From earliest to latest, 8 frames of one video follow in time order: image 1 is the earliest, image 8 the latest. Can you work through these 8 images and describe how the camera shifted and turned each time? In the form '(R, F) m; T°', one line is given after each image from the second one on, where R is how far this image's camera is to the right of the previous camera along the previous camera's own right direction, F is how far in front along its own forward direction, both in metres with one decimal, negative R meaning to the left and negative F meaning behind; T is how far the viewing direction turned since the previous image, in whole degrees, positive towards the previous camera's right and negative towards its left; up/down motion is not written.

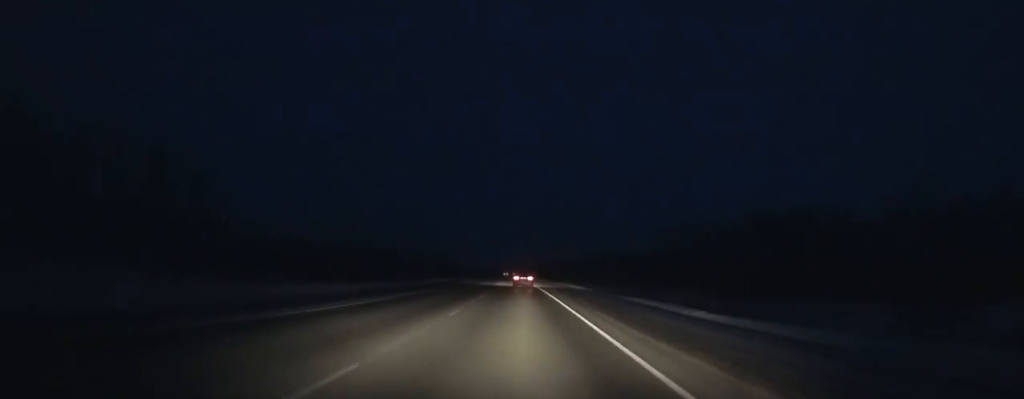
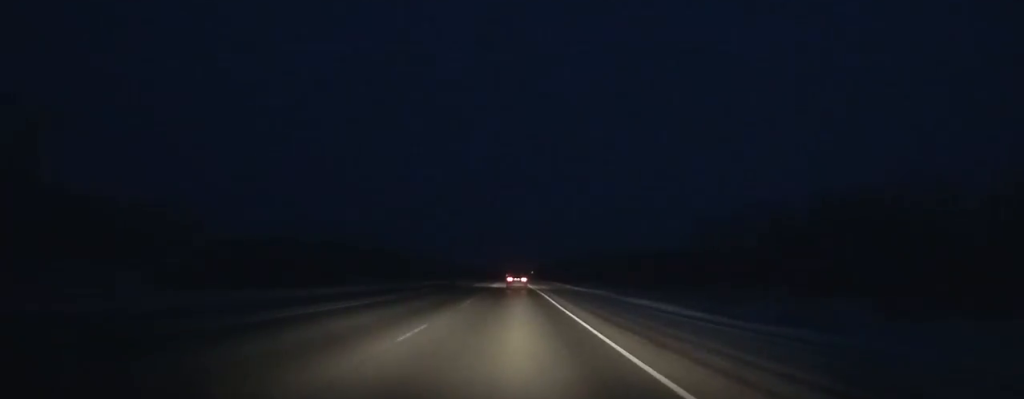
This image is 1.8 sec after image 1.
(+0.2, +41.6) m; -1°
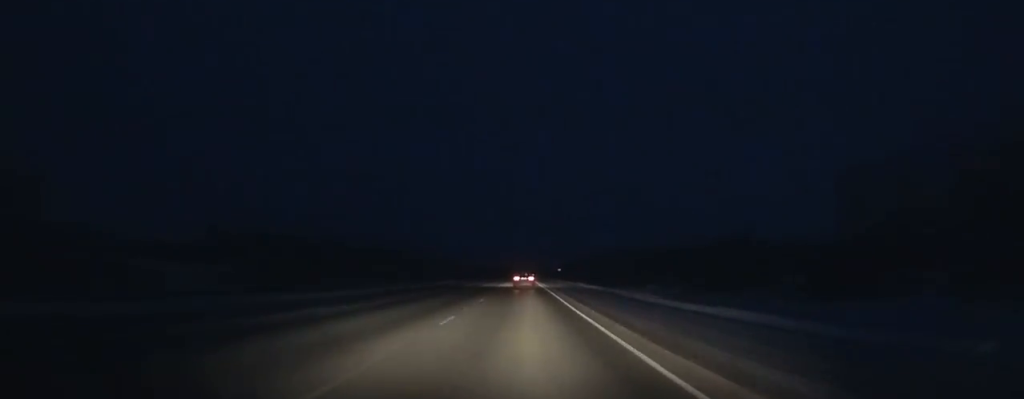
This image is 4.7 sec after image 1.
(-0.8, +66.8) m; -1°
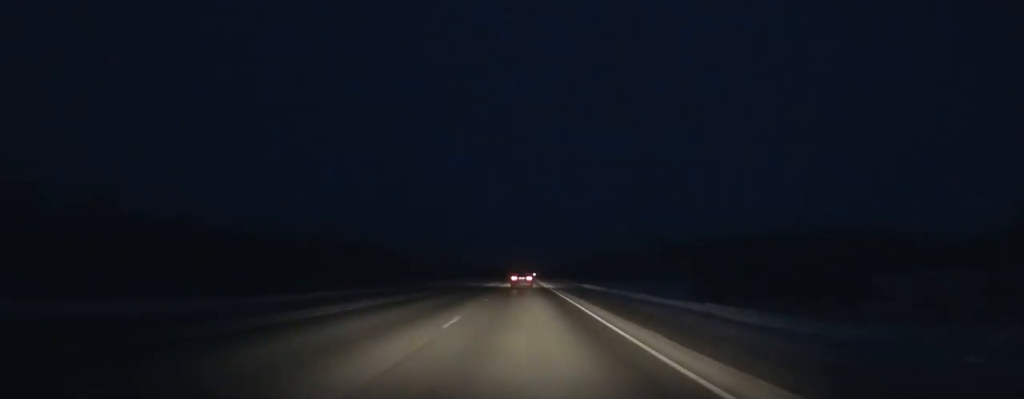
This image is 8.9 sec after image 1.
(-0.1, +96.1) m; 0°
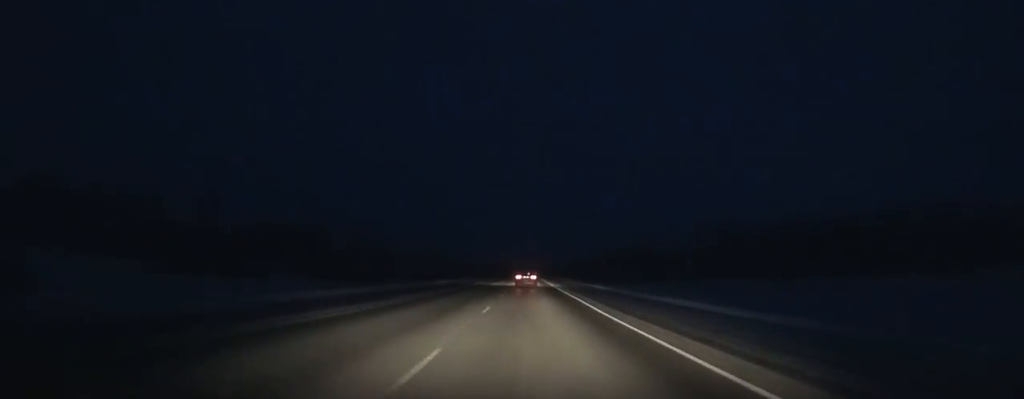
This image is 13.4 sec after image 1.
(-0.1, +102.3) m; 0°
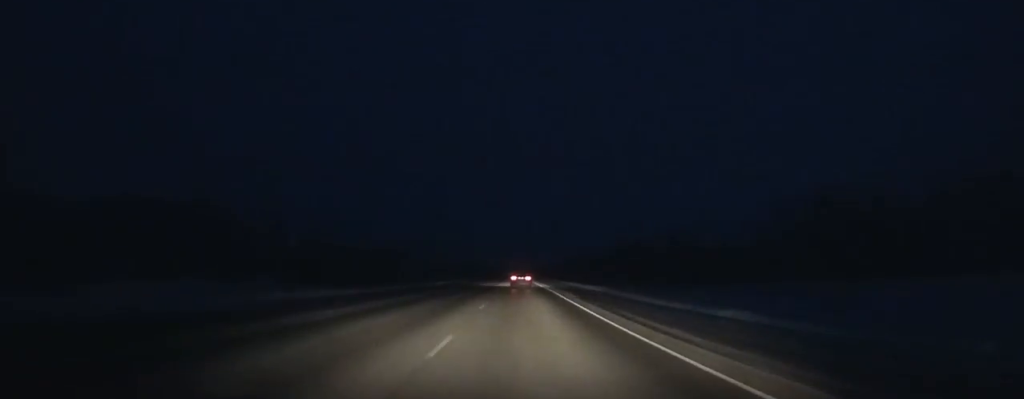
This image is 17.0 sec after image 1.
(+0.6, +81.5) m; +1°
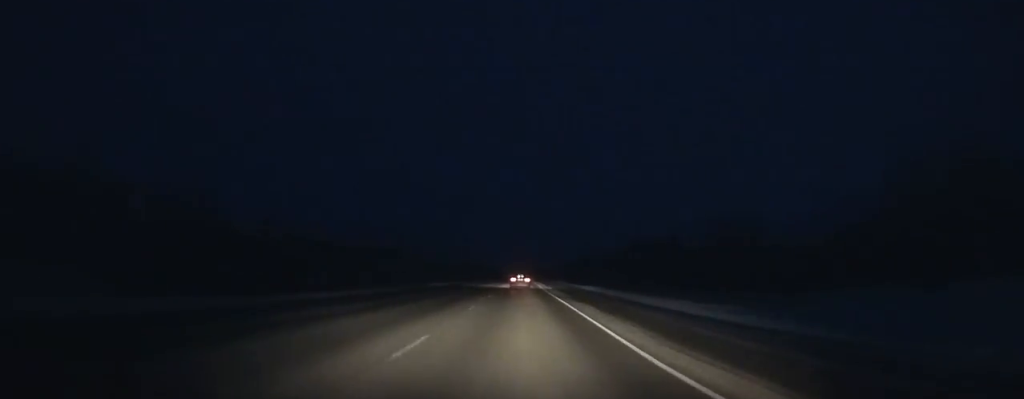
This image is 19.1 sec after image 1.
(-0.1, +47.5) m; 0°
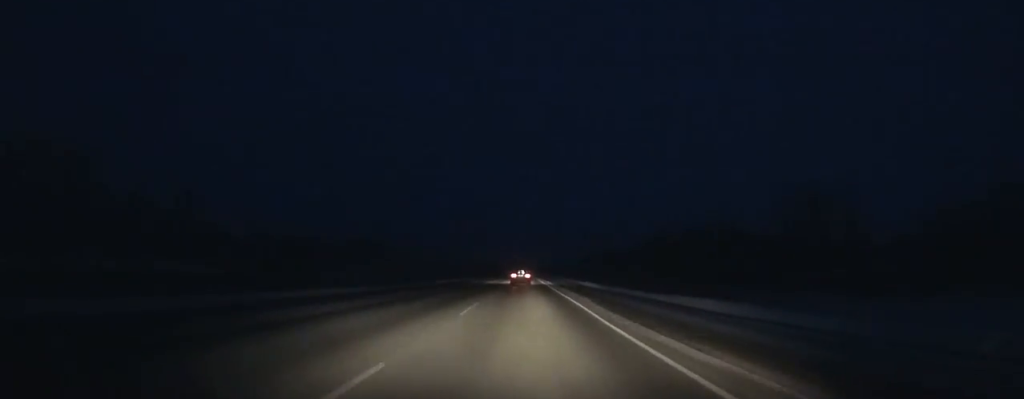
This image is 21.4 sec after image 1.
(0.0, +51.9) m; 0°
